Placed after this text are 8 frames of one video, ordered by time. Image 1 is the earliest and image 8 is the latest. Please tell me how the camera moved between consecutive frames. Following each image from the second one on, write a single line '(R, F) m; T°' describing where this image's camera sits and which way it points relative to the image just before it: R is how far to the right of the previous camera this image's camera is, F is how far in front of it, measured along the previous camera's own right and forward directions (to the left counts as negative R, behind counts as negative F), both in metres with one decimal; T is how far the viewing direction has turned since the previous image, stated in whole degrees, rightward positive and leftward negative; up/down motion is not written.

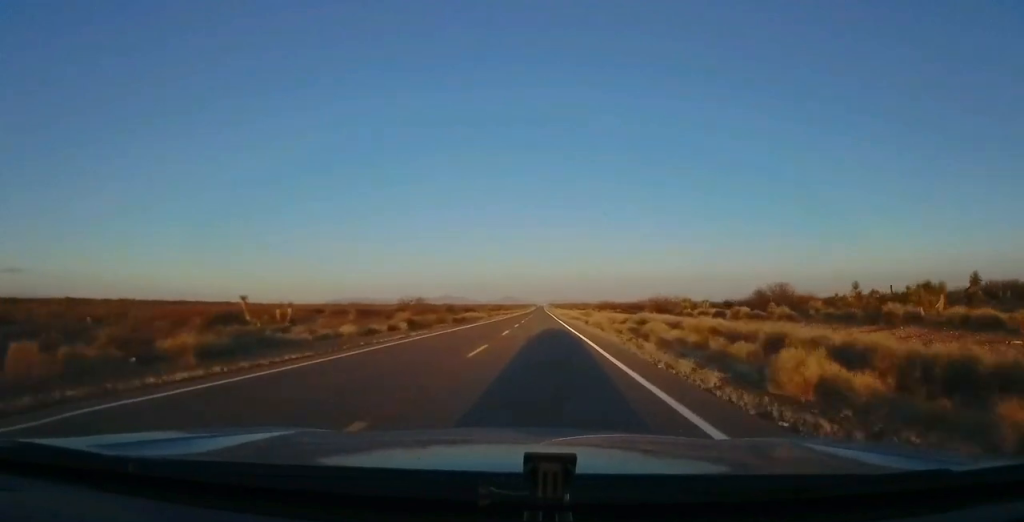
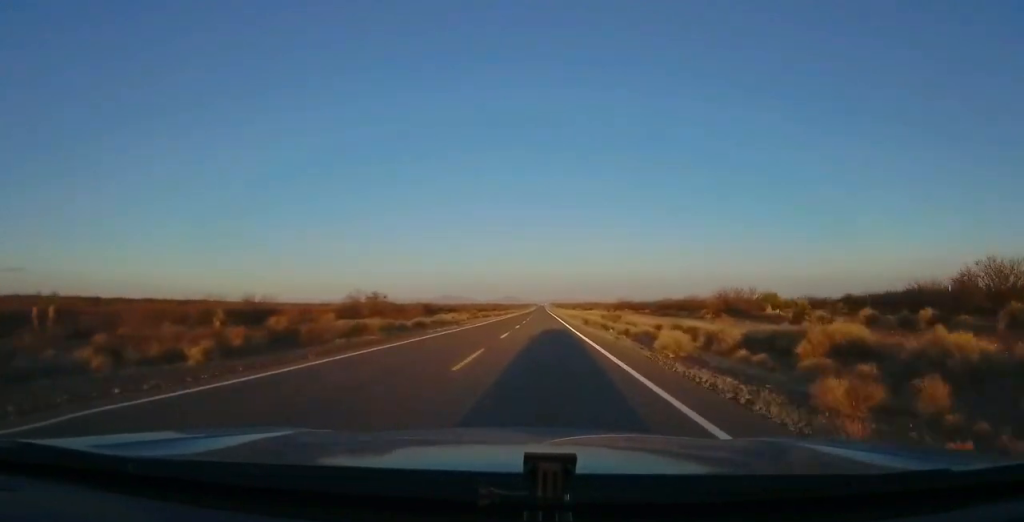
(-0.3, +25.4) m; -2°
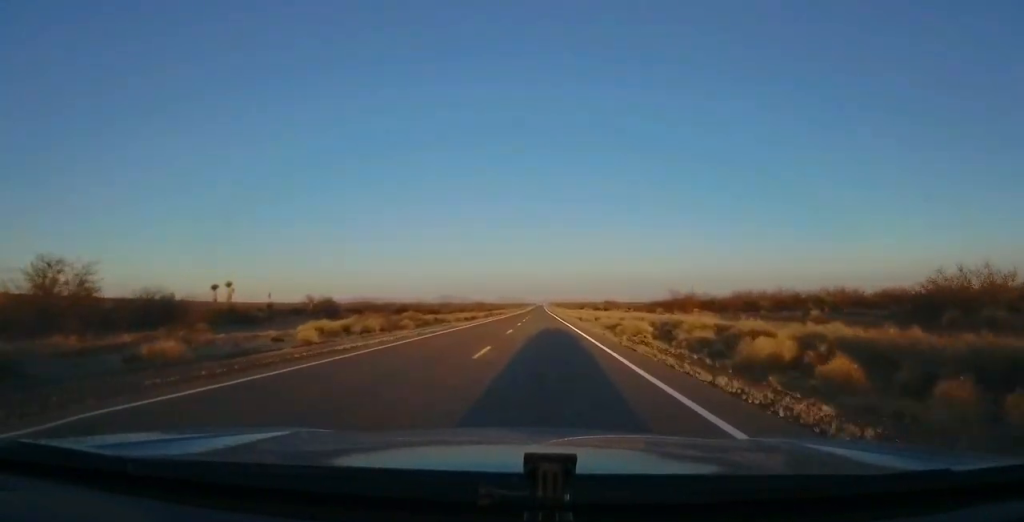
(-1.0, +46.1) m; -1°
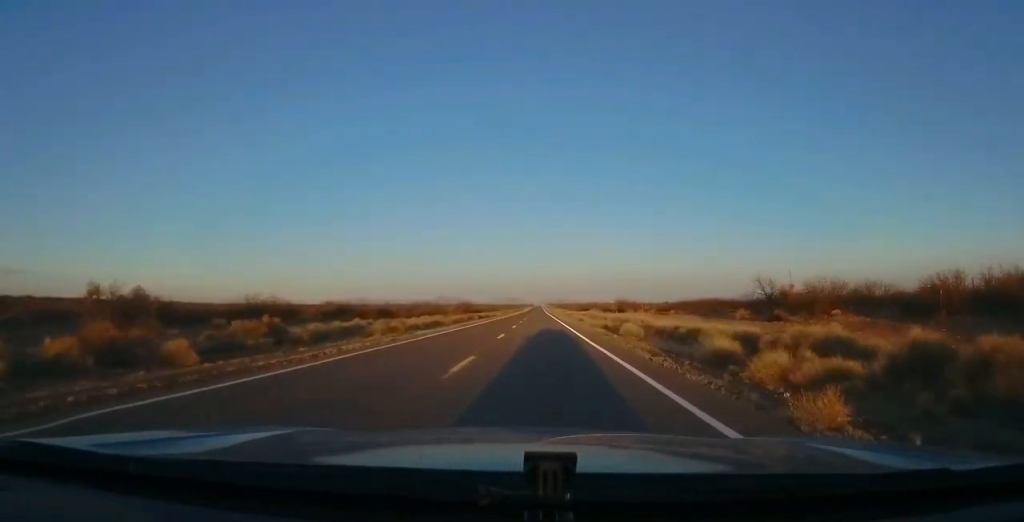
(+0.1, +27.5) m; +1°
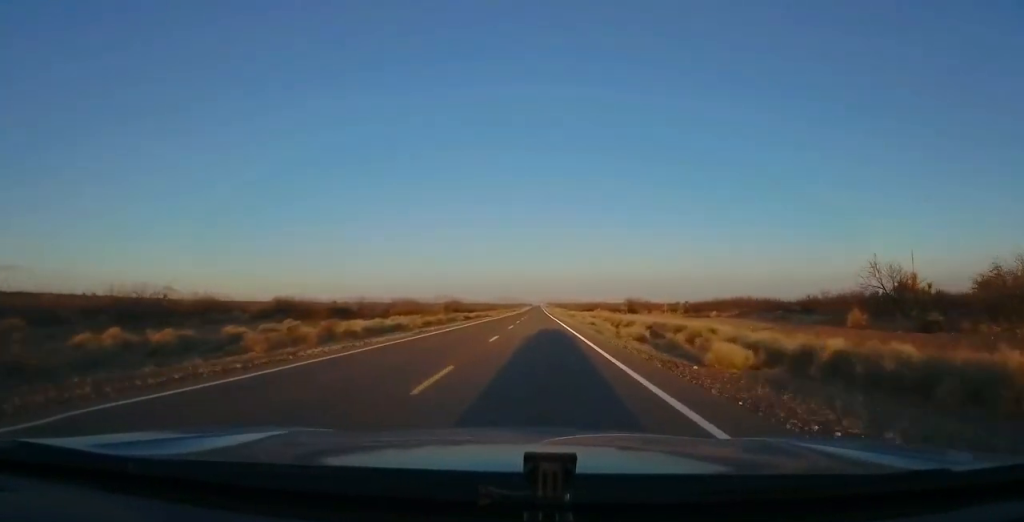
(+0.3, +14.7) m; 0°
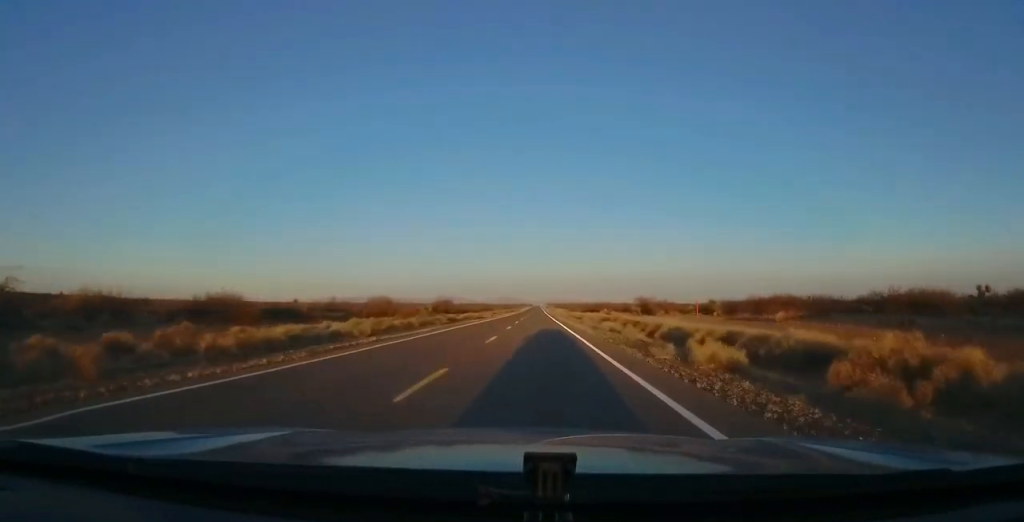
(0.0, +12.8) m; 0°
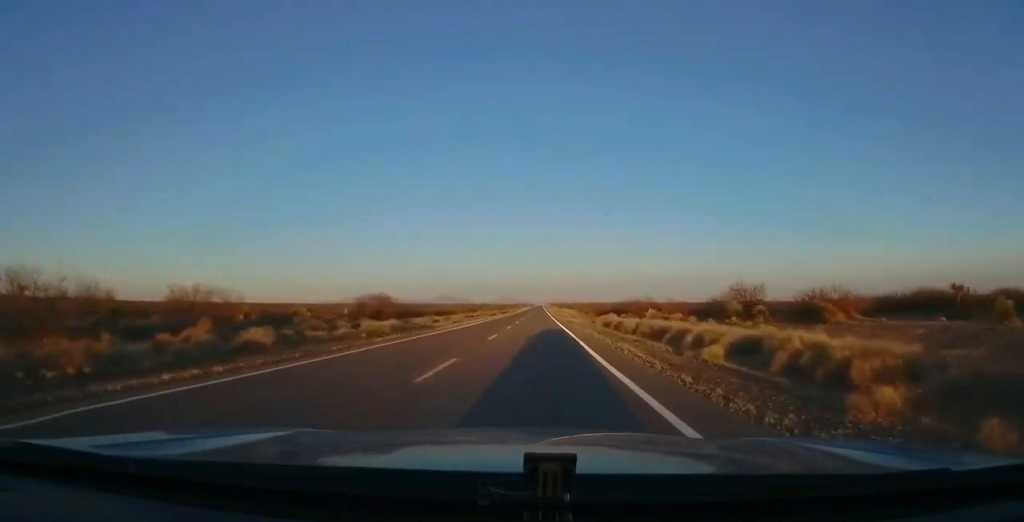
(0.0, +47.0) m; 0°
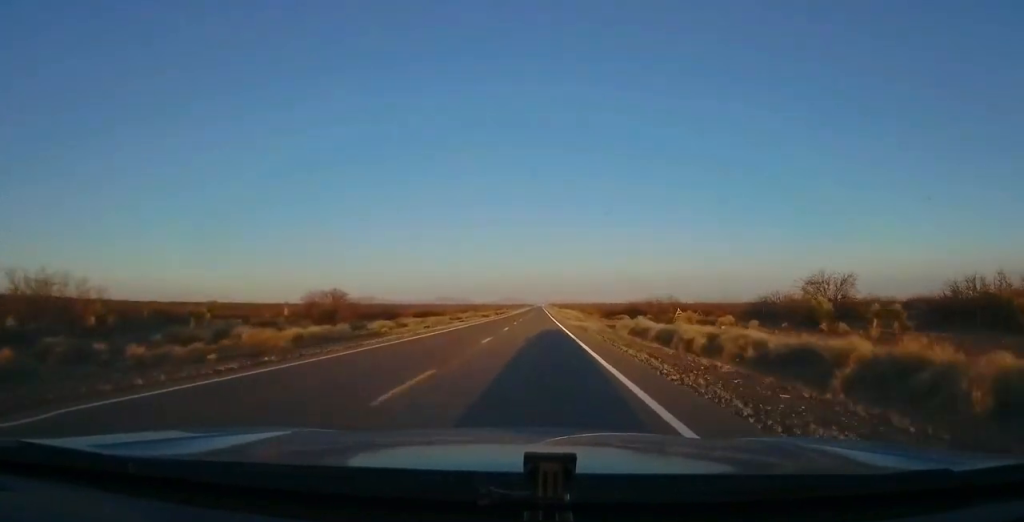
(-0.1, +14.6) m; 0°
